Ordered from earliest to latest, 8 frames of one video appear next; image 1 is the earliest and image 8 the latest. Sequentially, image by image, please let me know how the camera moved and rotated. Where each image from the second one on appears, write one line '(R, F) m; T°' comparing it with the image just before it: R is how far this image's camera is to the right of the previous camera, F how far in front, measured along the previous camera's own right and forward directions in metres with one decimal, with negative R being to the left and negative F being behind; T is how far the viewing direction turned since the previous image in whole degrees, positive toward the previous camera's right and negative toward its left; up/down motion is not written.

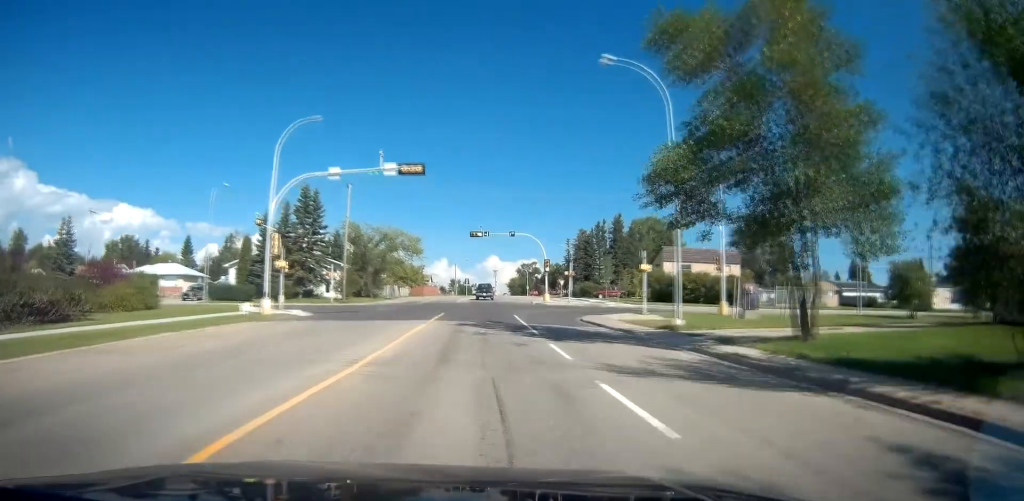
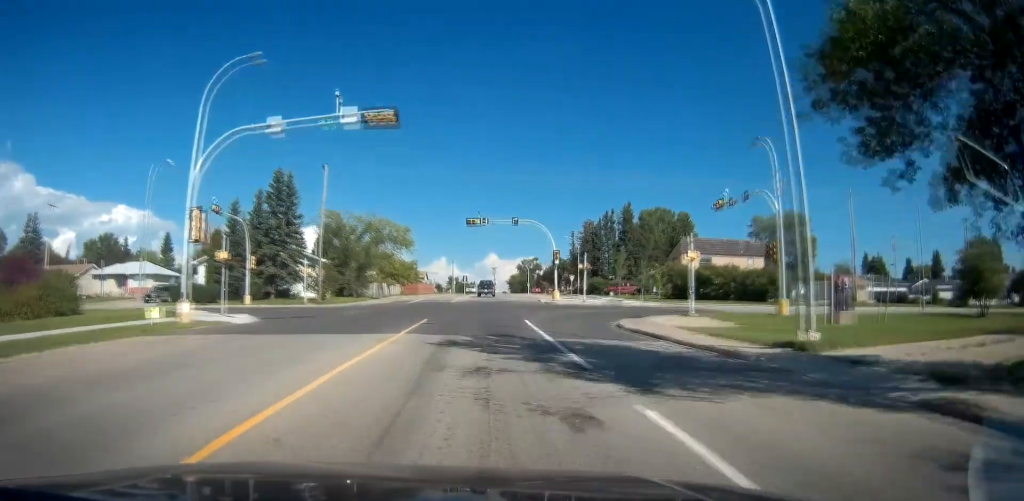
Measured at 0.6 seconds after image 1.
(+0.1, +8.5) m; +1°
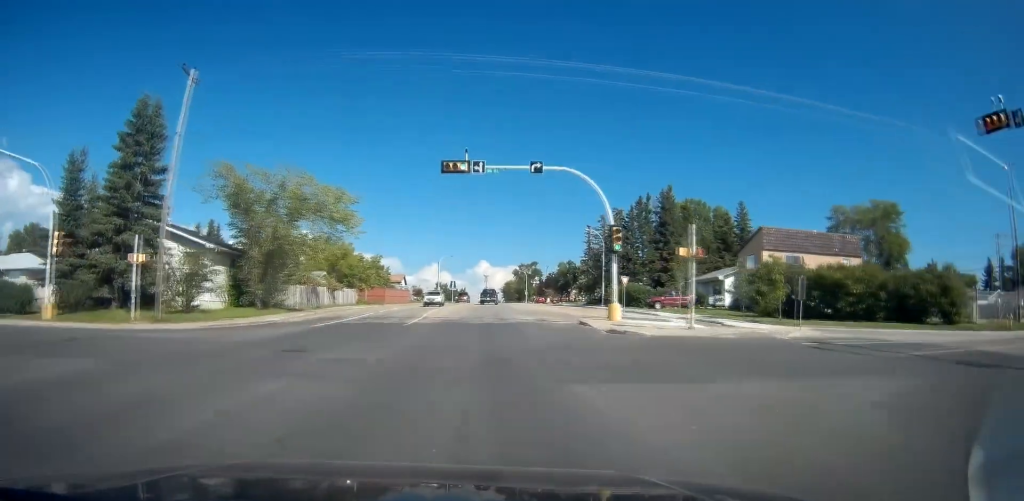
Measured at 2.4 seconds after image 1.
(-0.2, +25.3) m; -2°
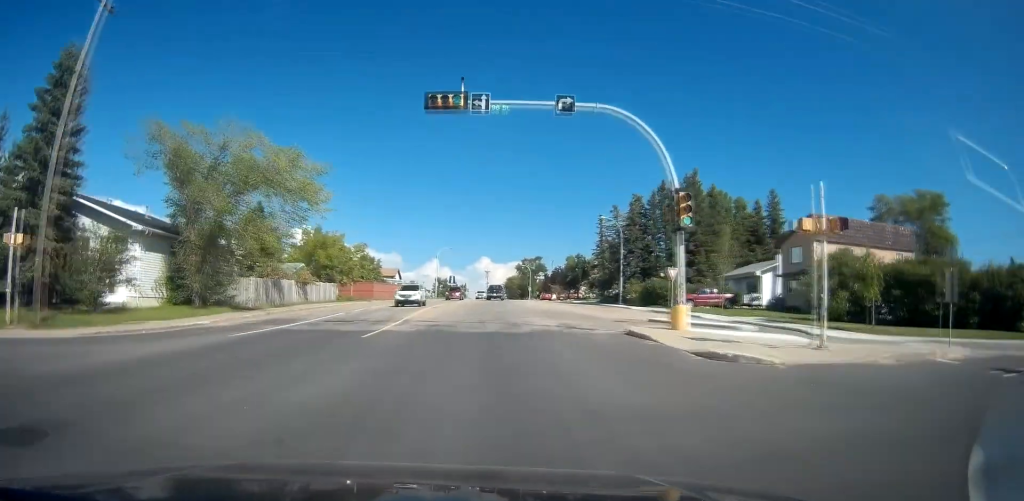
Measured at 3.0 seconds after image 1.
(0.0, +8.8) m; 0°
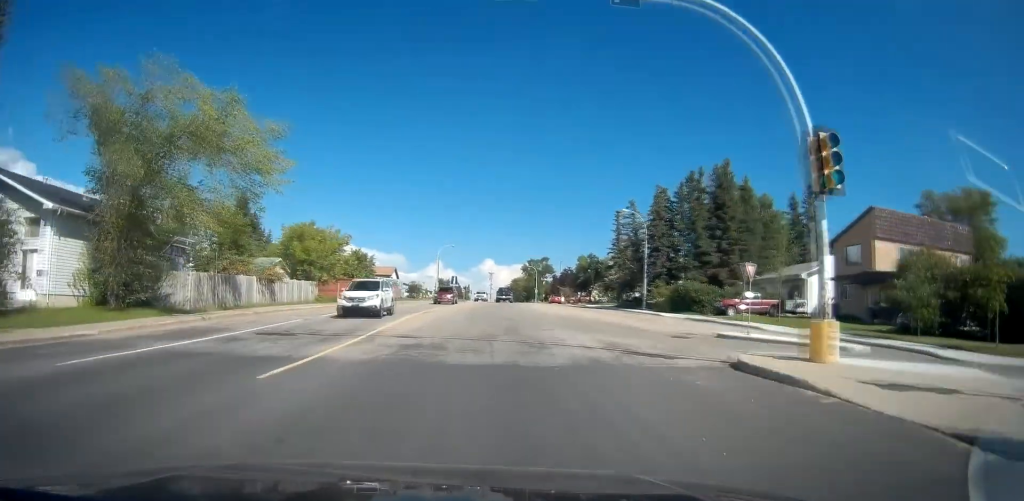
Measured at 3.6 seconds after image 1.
(0.0, +7.9) m; 0°
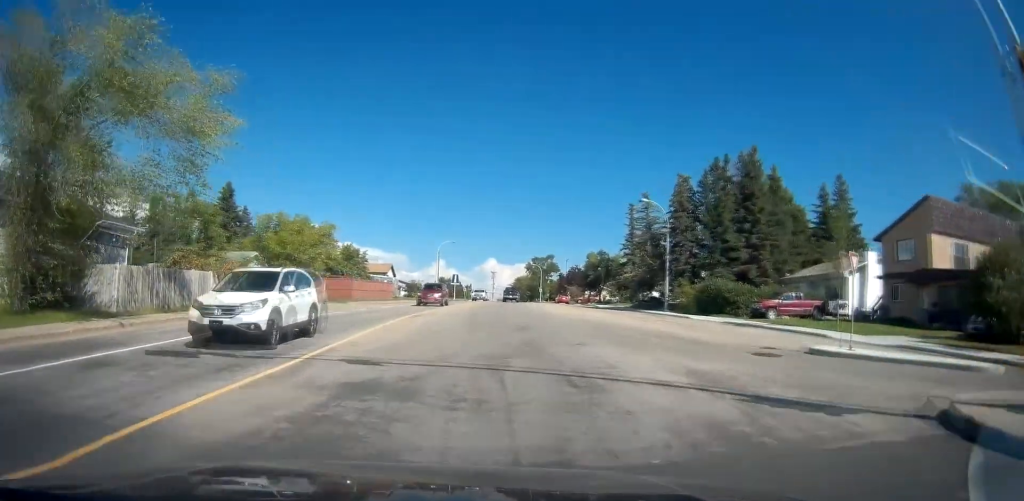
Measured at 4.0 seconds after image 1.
(0.0, +6.0) m; 0°
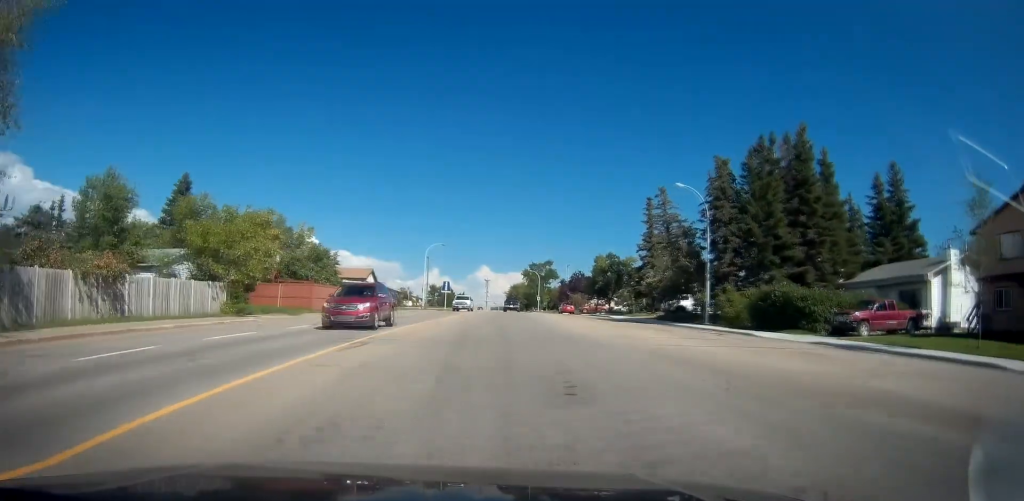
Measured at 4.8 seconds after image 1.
(0.0, +10.5) m; +1°
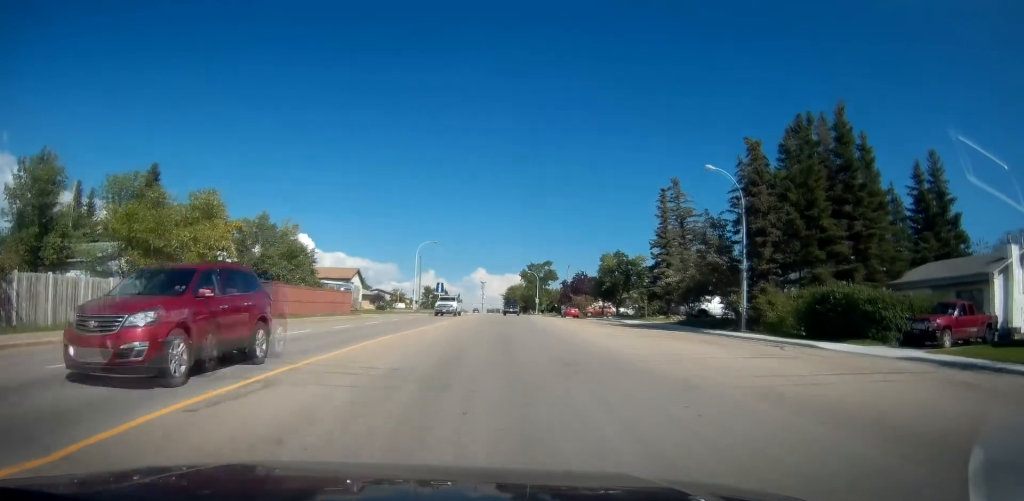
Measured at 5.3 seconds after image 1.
(-0.1, +6.3) m; +1°
